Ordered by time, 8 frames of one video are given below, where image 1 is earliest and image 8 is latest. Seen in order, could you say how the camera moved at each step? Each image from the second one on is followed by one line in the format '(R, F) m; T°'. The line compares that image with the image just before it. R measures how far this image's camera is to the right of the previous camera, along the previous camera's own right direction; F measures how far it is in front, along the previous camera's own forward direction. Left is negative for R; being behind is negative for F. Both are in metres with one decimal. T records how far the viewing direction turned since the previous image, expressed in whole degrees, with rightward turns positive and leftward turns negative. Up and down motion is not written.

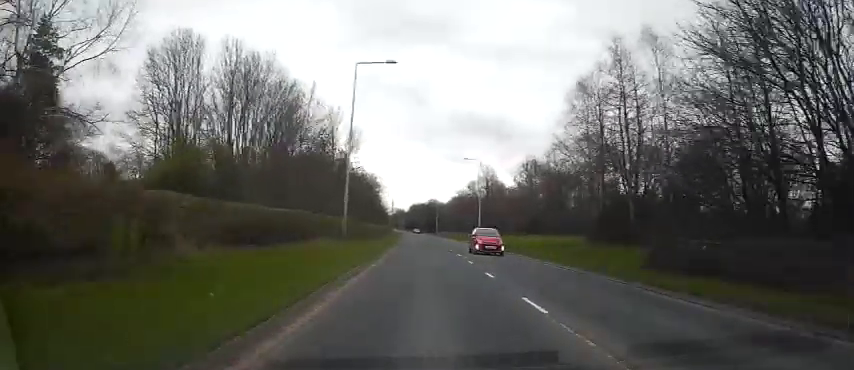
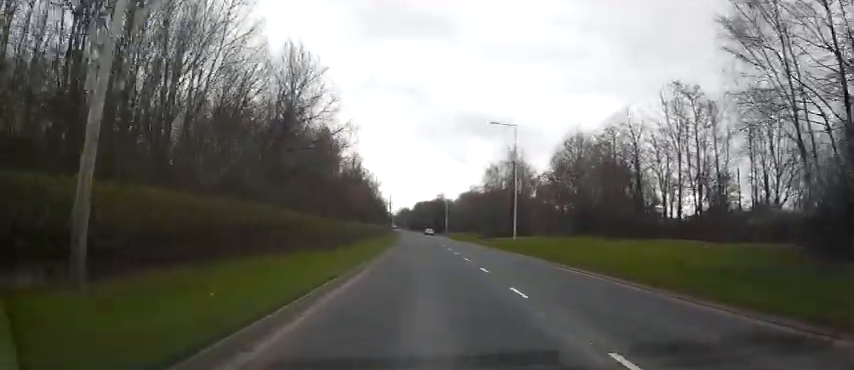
(0.0, +22.1) m; 0°
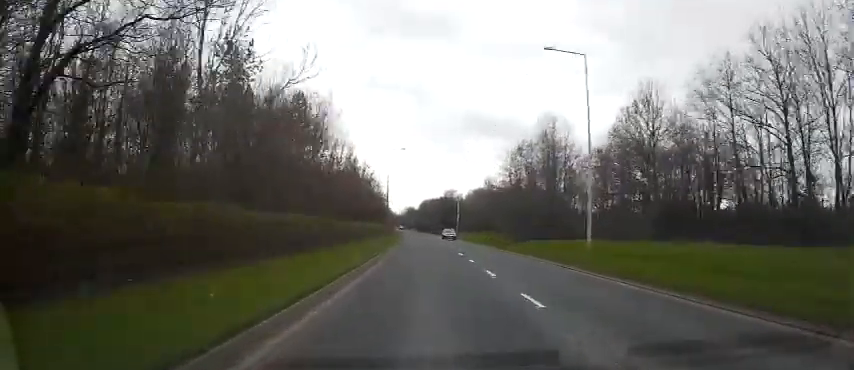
(-0.1, +18.2) m; -1°
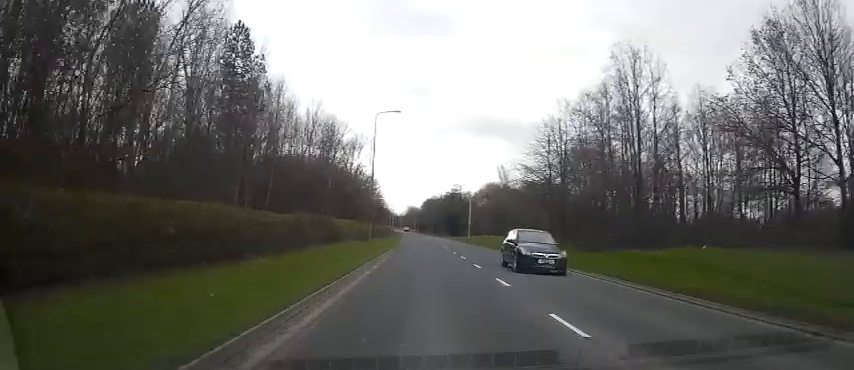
(-0.3, +20.2) m; -1°
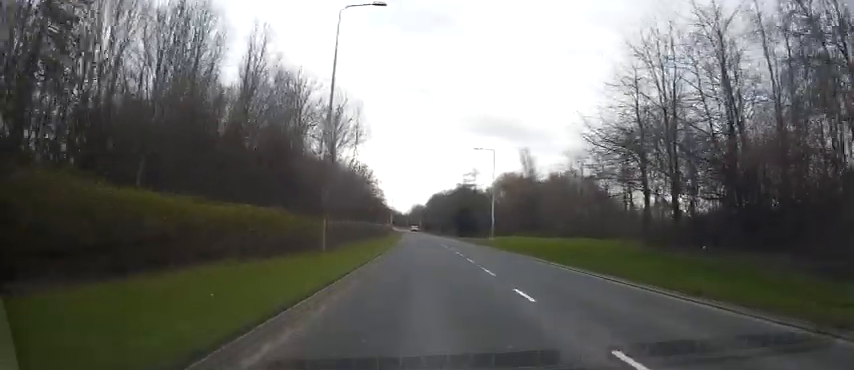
(-0.1, +19.9) m; 0°
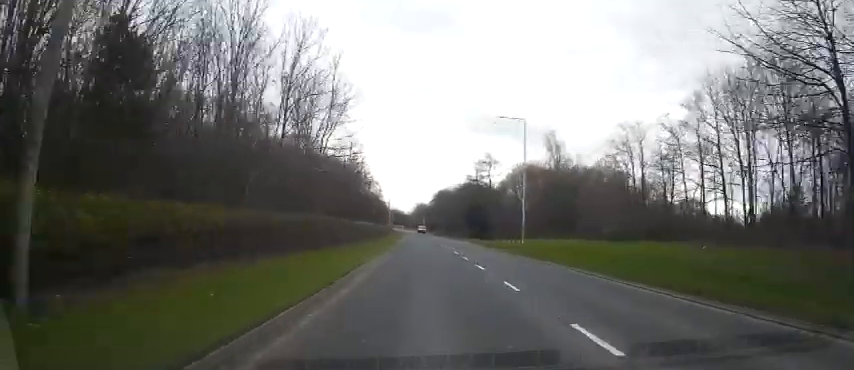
(0.0, +15.8) m; 0°
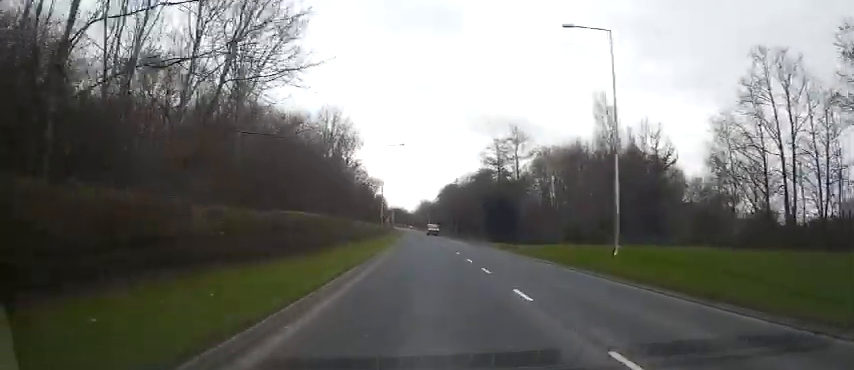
(-0.1, +19.2) m; -1°
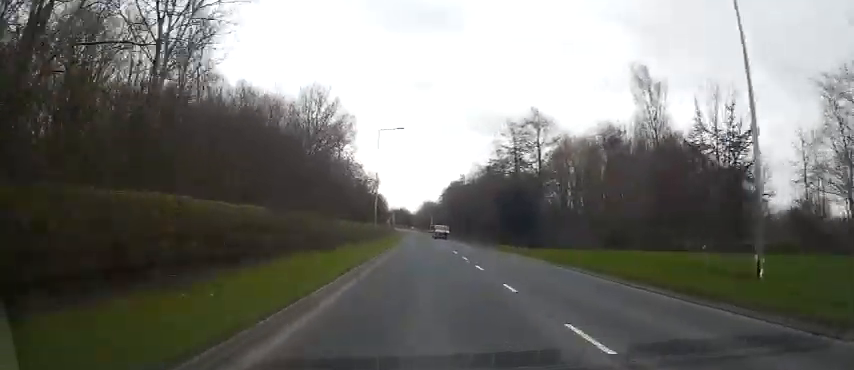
(0.0, +10.3) m; -1°
